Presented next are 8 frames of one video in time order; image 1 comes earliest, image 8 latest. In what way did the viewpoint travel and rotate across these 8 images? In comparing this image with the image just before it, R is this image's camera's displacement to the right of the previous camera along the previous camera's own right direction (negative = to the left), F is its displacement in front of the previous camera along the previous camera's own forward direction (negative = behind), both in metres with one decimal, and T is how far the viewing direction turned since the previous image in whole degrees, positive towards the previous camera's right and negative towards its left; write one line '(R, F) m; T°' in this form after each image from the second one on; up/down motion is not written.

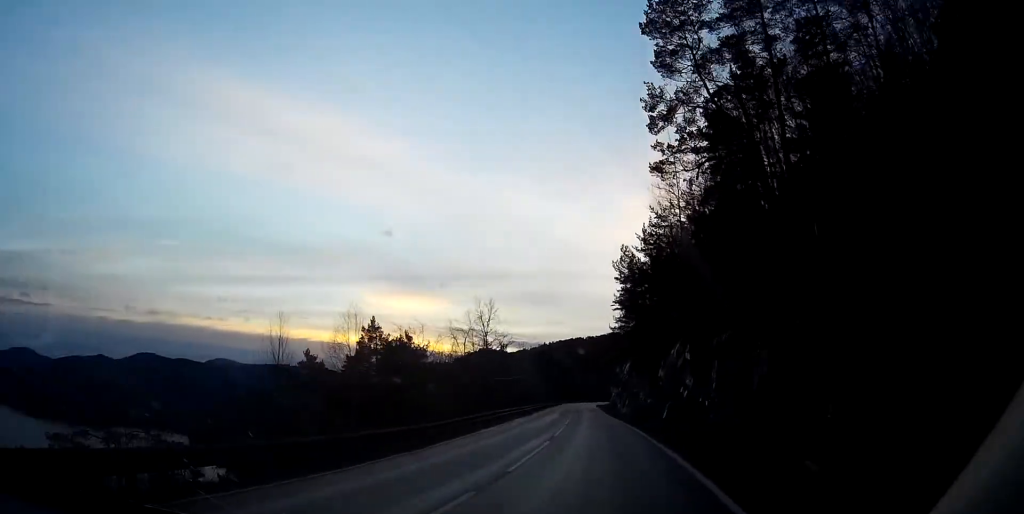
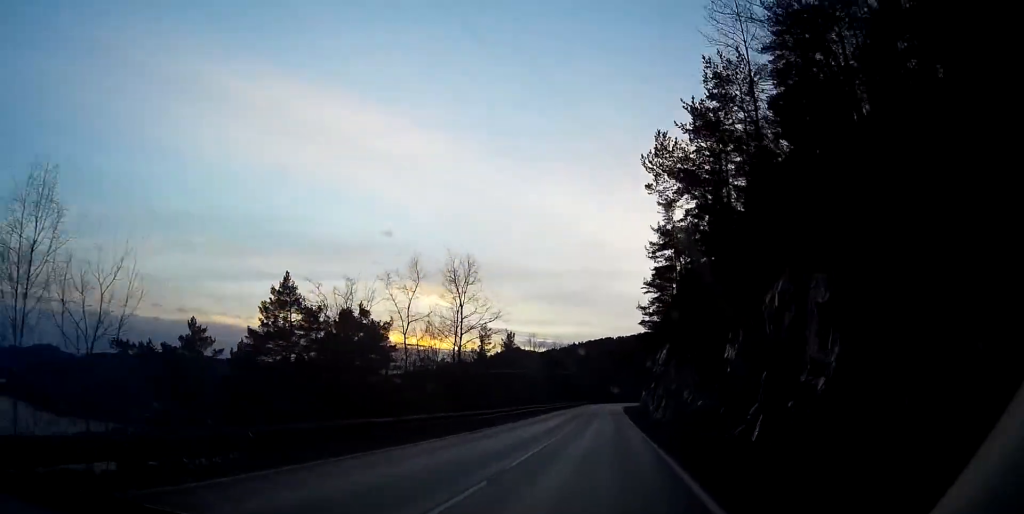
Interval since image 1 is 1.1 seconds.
(-0.7, +22.7) m; -3°
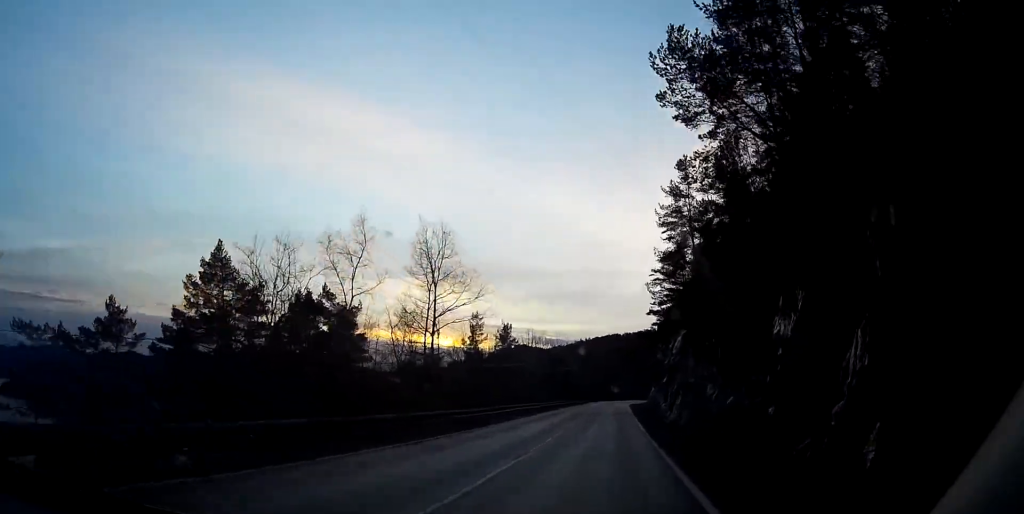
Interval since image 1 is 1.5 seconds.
(-0.1, +9.0) m; -1°
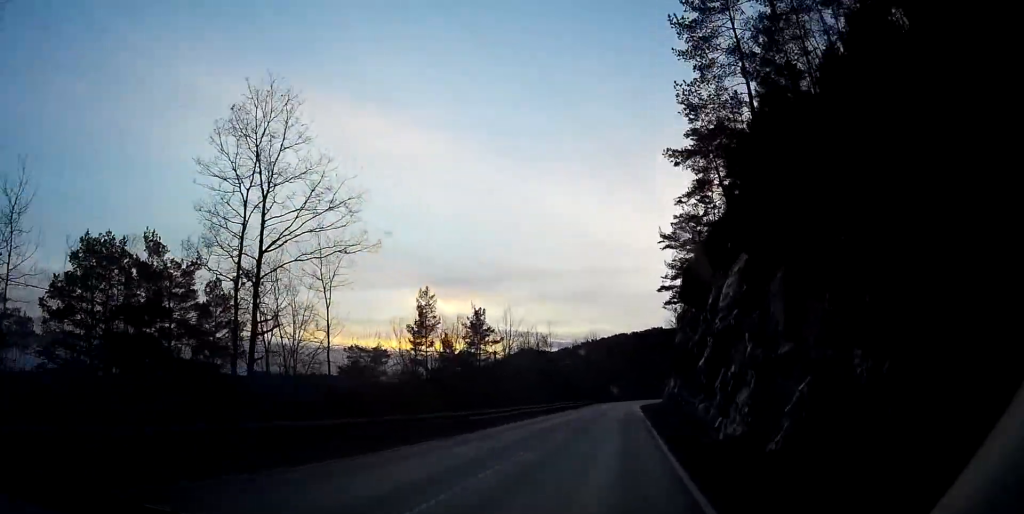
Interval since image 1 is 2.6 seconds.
(-0.1, +21.6) m; 0°
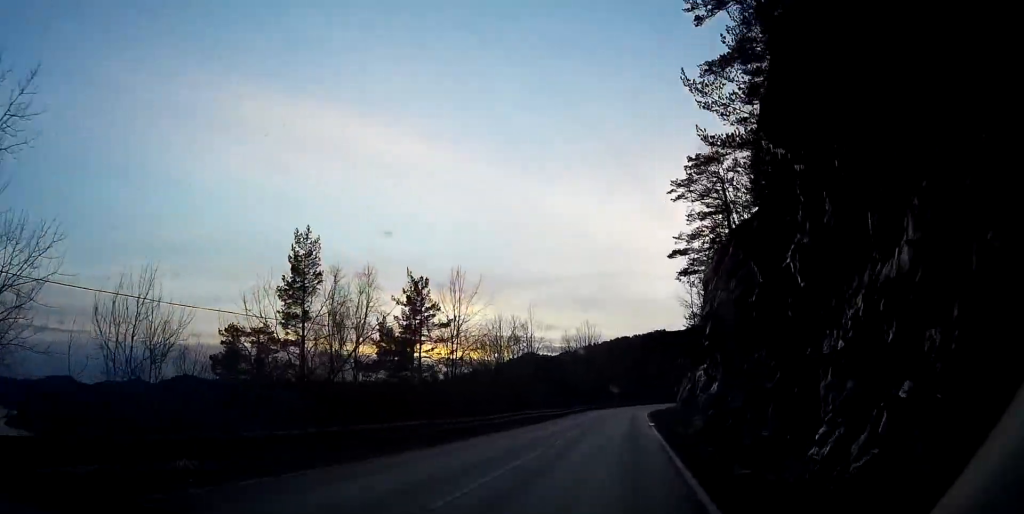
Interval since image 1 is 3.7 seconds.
(+0.2, +22.4) m; 0°
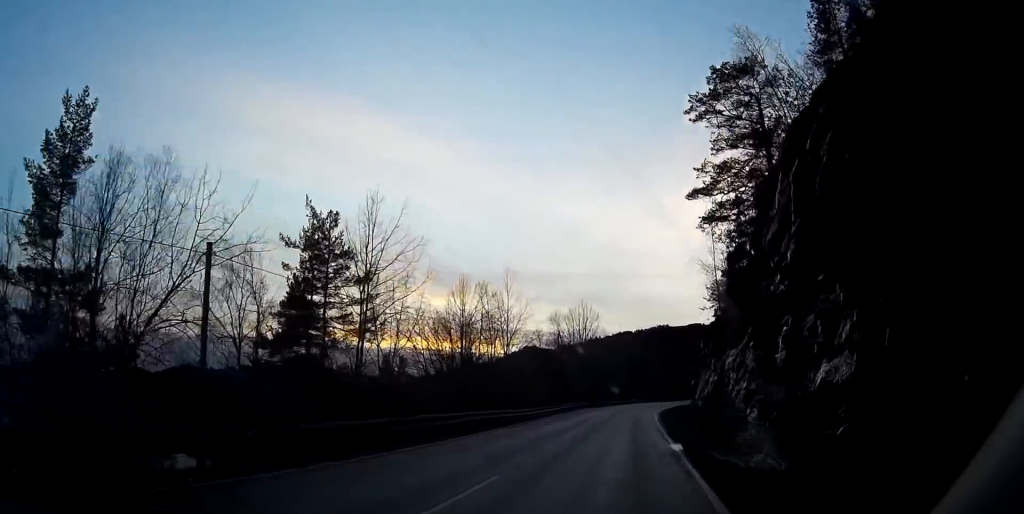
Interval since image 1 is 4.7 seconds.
(-0.2, +18.1) m; 0°
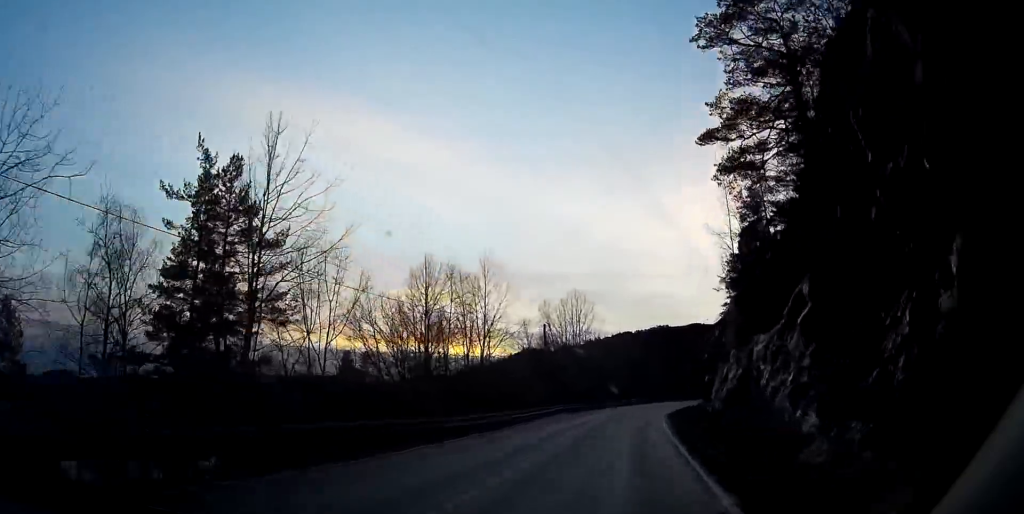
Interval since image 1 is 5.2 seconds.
(0.0, +10.1) m; +1°
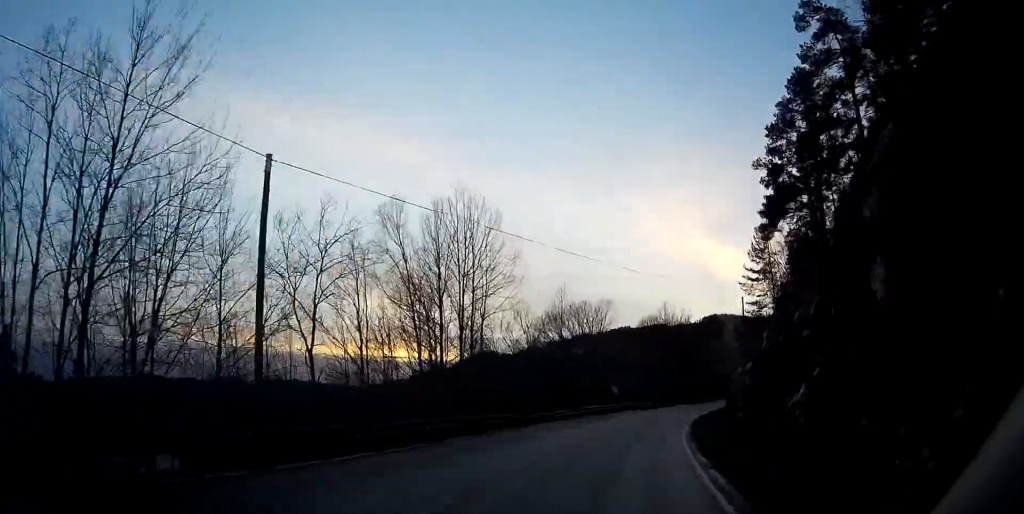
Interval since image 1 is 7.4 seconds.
(+1.8, +40.6) m; +5°
